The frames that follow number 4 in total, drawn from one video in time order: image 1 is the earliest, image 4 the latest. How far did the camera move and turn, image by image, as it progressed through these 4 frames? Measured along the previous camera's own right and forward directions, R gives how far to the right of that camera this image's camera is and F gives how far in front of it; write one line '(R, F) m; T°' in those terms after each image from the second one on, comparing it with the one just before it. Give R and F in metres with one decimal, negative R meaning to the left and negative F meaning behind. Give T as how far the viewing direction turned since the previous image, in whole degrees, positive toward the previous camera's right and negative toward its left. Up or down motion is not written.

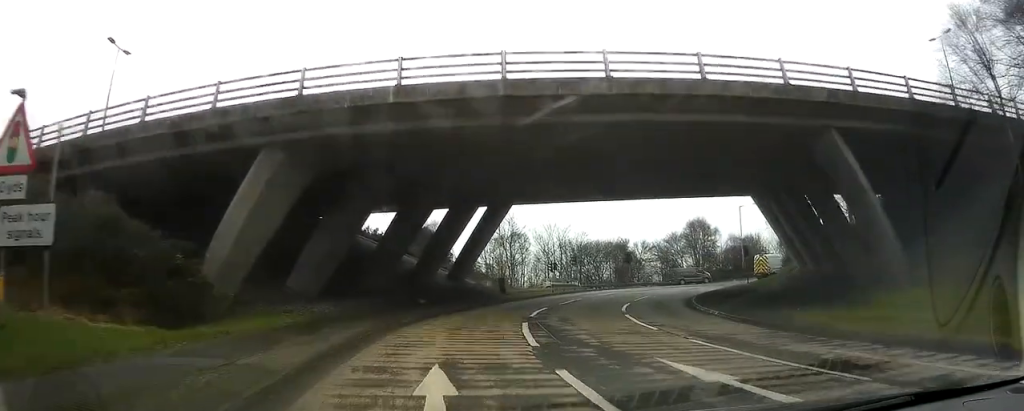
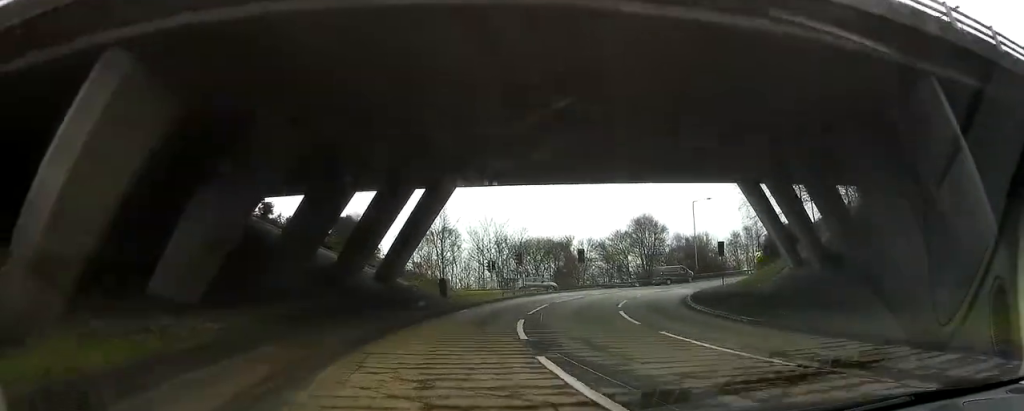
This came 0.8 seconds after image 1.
(+0.3, +7.4) m; +4°
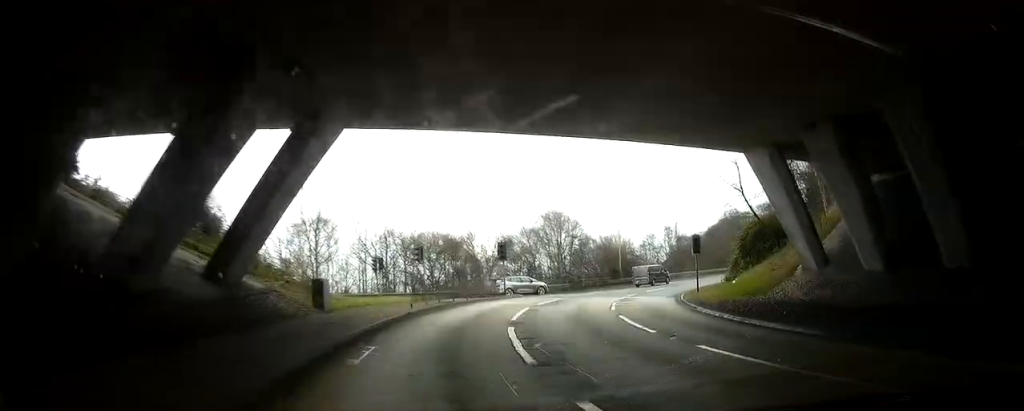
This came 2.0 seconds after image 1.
(+0.7, +12.4) m; +10°
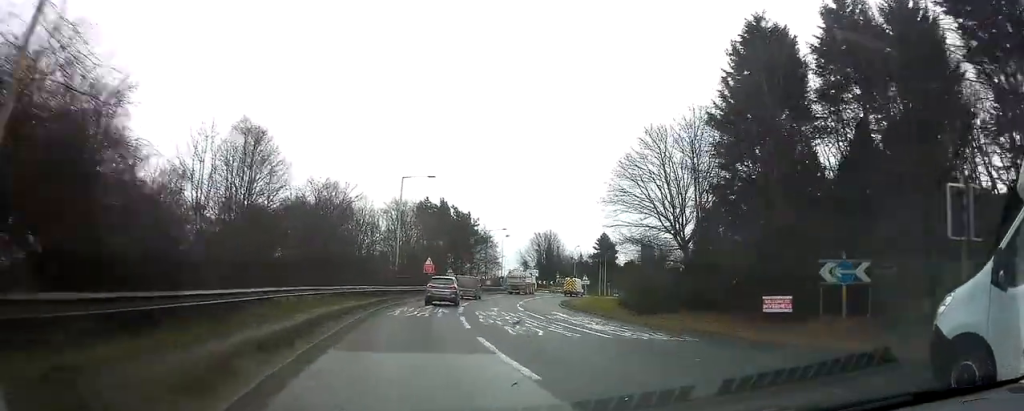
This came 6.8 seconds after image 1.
(+30.1, +49.1) m; +53°
